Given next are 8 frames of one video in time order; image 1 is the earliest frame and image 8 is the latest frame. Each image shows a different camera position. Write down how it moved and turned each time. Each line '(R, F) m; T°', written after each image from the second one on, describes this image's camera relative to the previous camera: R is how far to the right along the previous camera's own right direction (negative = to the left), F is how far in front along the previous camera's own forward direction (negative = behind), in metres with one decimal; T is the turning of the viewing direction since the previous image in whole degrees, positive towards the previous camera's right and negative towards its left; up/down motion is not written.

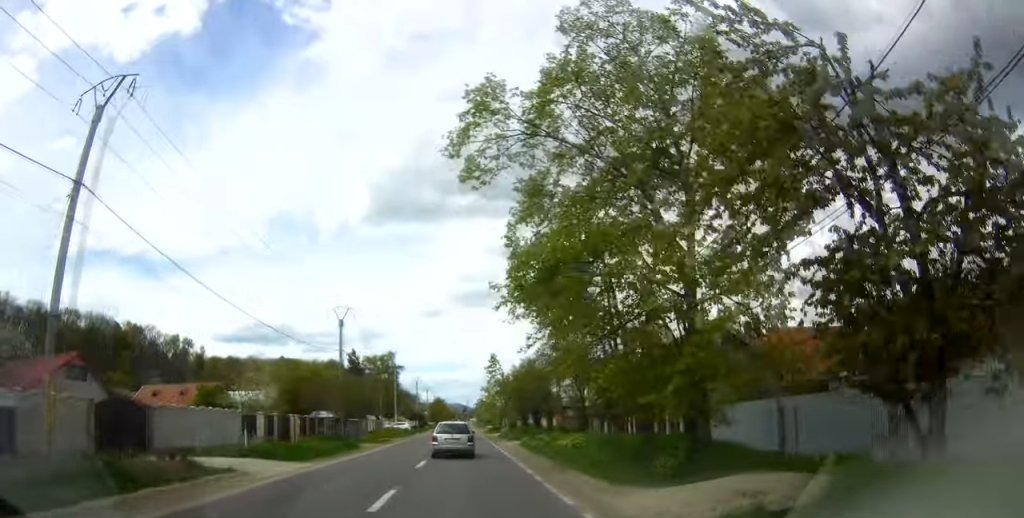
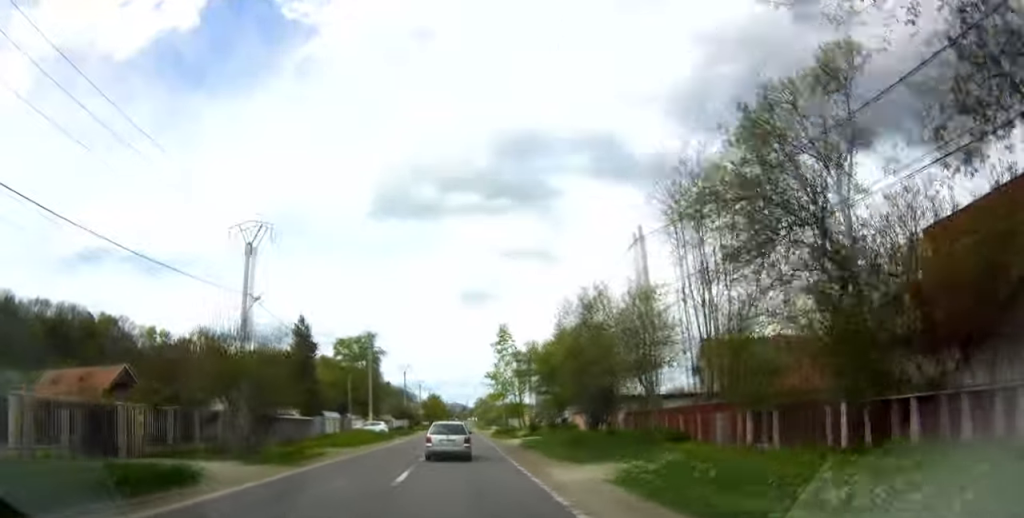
(0.0, +23.9) m; +1°
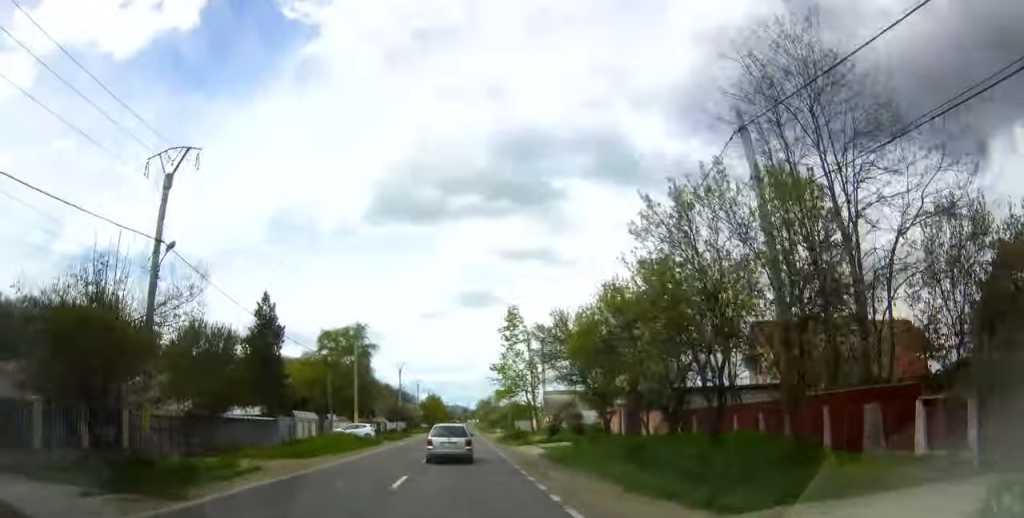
(+0.1, +10.4) m; +1°
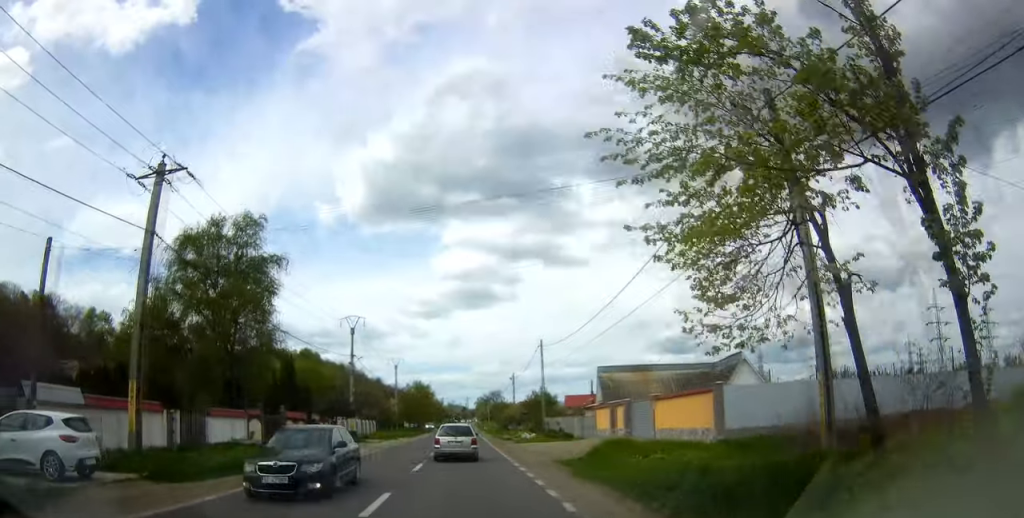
(+0.2, +42.6) m; -1°
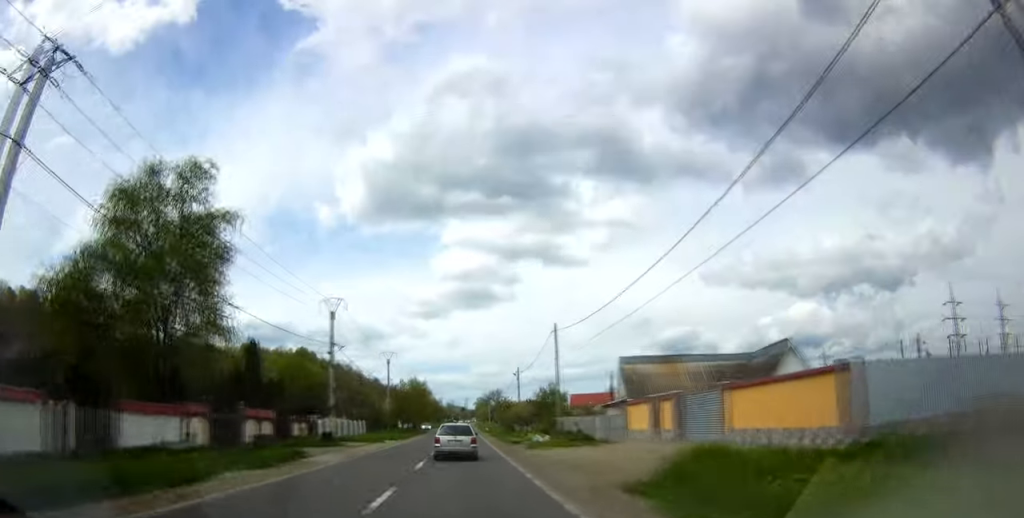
(-0.1, +8.8) m; 0°
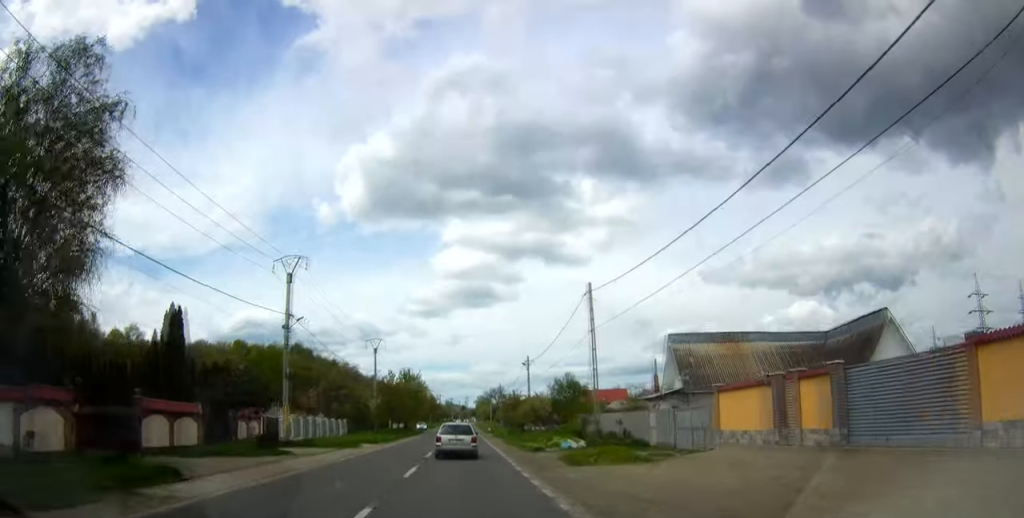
(+0.1, +12.2) m; -1°
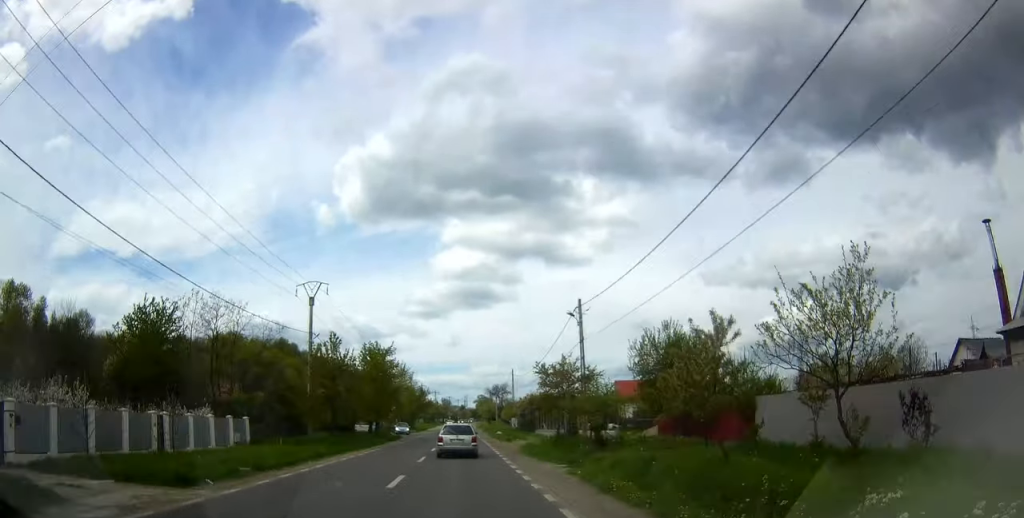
(-0.3, +29.7) m; 0°
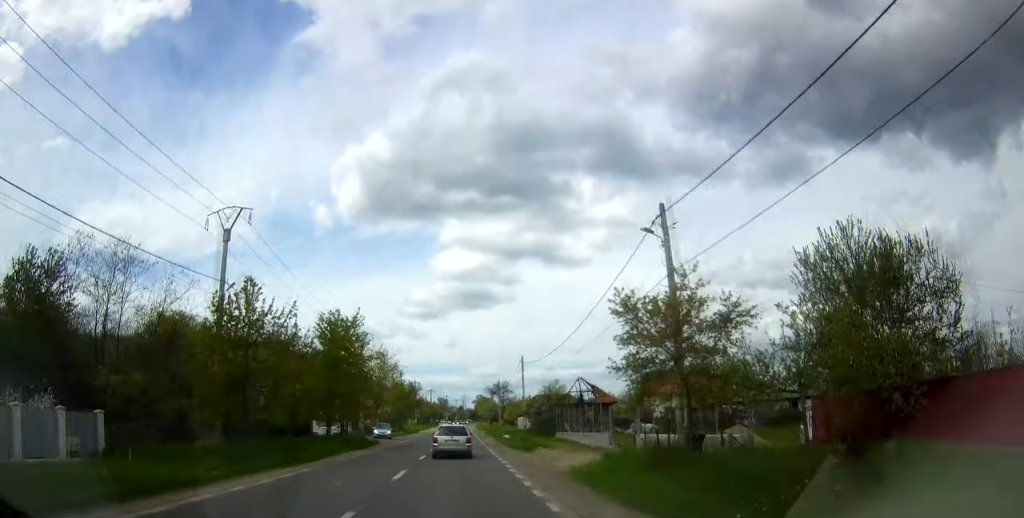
(+0.3, +15.4) m; +1°
